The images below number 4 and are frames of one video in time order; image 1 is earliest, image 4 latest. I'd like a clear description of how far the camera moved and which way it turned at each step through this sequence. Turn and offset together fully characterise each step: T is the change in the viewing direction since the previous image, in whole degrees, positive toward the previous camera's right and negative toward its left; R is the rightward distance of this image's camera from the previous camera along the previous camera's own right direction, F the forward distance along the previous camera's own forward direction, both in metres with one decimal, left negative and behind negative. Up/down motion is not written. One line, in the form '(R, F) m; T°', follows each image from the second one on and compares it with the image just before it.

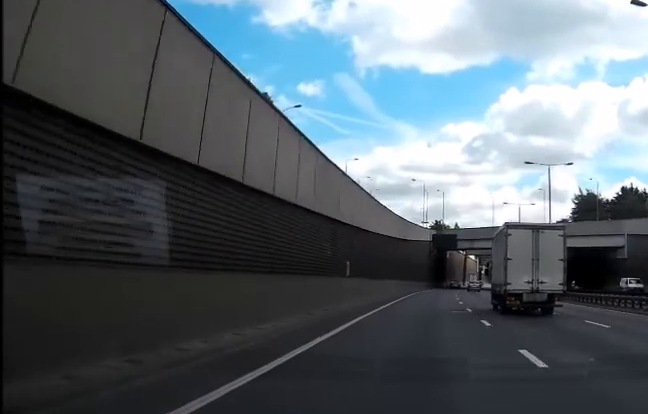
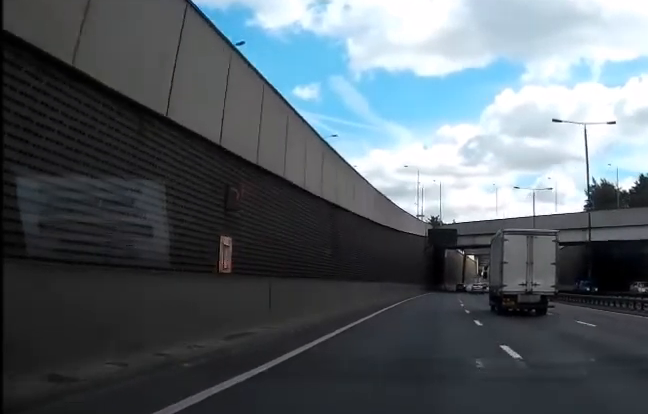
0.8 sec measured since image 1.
(+0.3, +15.0) m; +2°
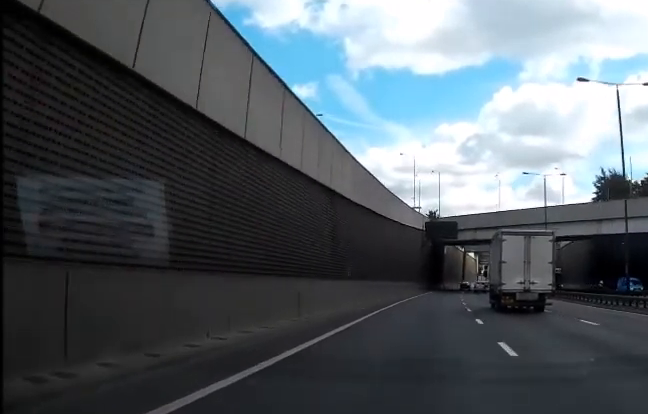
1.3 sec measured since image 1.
(+0.1, +8.4) m; +1°
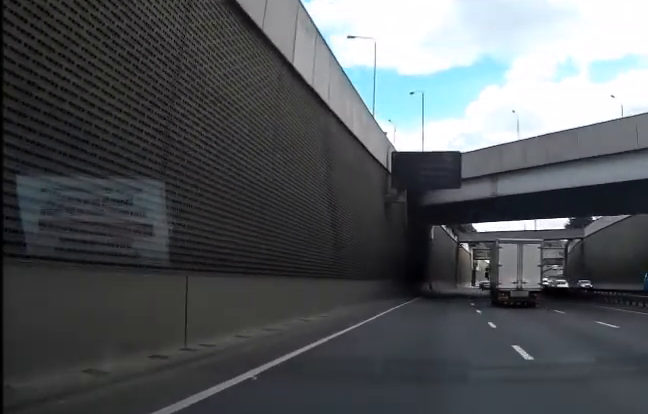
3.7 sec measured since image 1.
(+0.6, +42.8) m; +1°
